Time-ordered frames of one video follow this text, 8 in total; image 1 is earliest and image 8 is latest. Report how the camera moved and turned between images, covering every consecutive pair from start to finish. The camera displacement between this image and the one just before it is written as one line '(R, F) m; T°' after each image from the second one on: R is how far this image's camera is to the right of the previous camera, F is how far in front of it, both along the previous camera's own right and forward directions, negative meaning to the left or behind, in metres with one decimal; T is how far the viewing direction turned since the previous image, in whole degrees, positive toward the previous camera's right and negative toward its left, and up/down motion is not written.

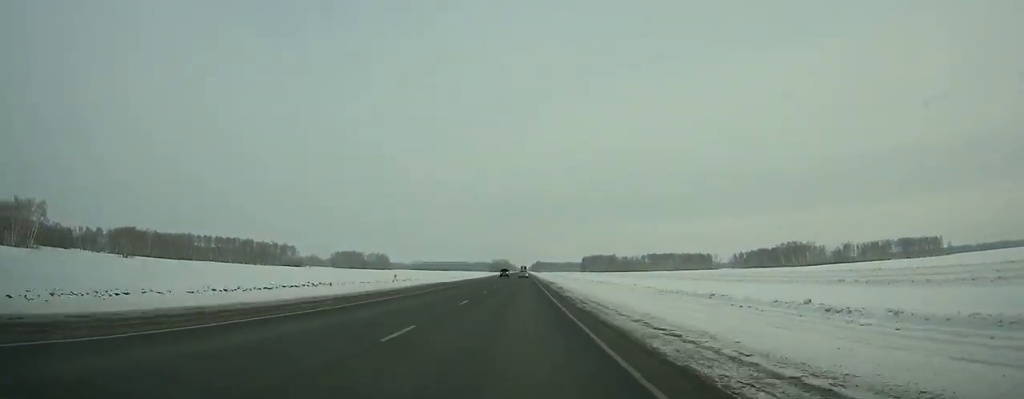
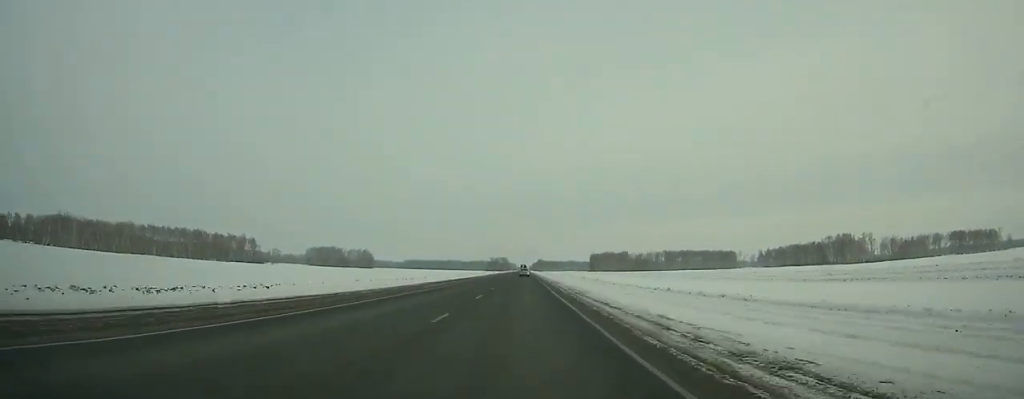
(-0.1, +91.7) m; 0°
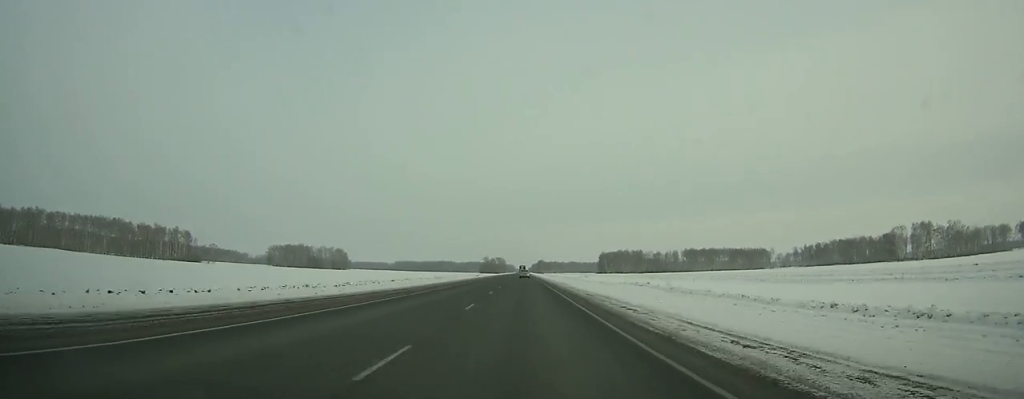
(+0.1, +103.1) m; 0°
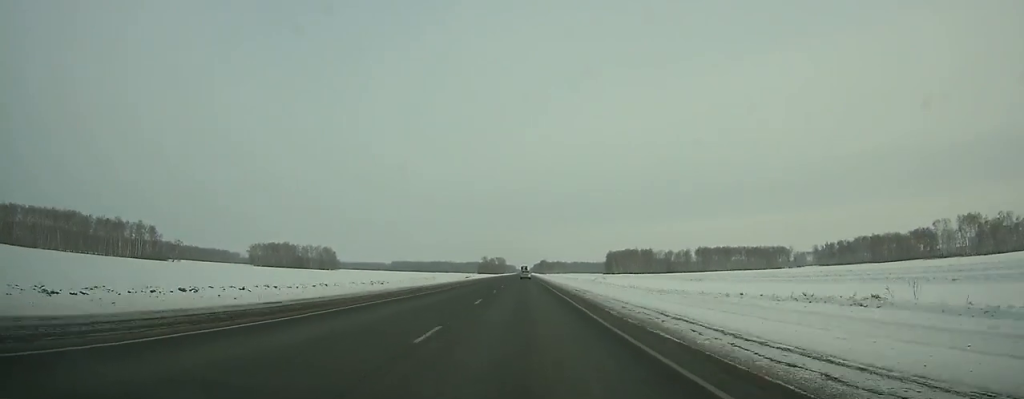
(0.0, +45.0) m; 0°
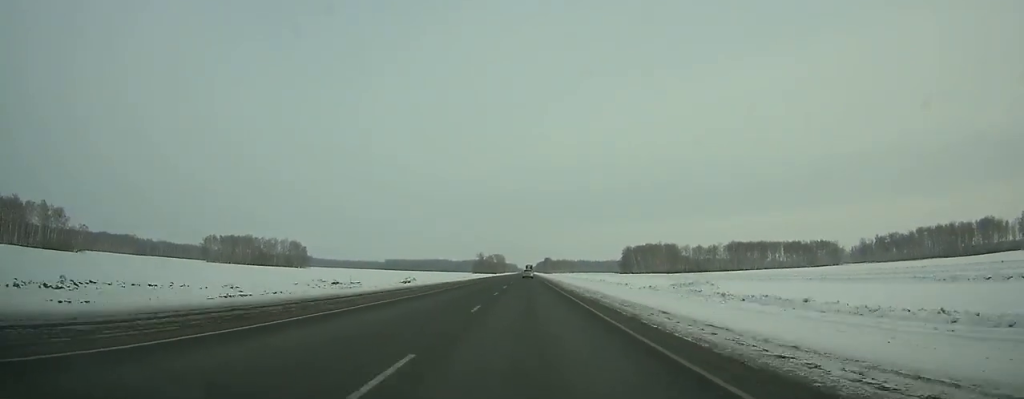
(-0.2, +89.4) m; 0°
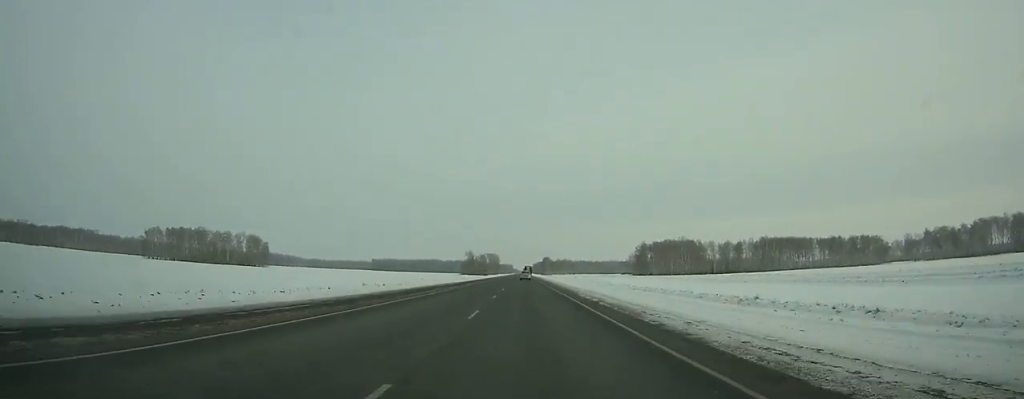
(-0.1, +74.1) m; 0°
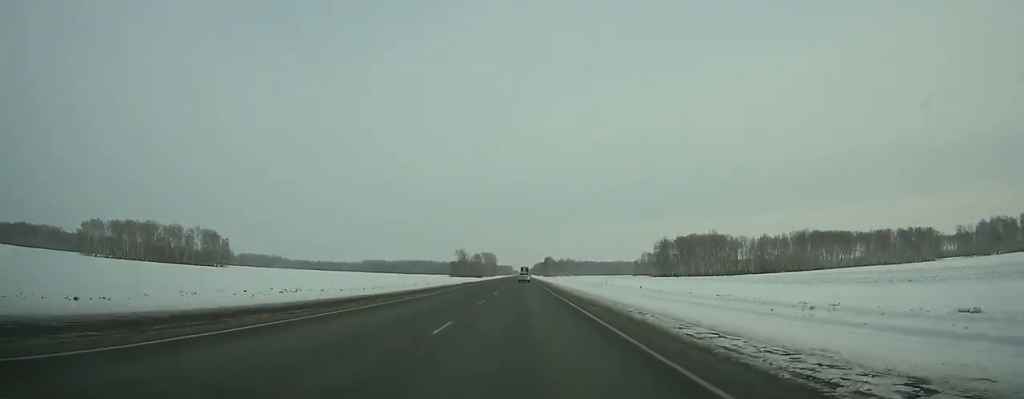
(+0.2, +65.0) m; 0°
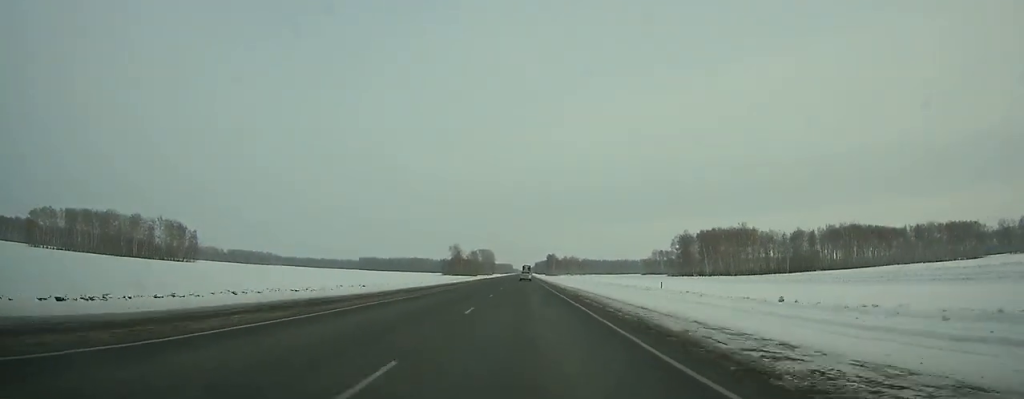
(0.0, +41.3) m; 0°
